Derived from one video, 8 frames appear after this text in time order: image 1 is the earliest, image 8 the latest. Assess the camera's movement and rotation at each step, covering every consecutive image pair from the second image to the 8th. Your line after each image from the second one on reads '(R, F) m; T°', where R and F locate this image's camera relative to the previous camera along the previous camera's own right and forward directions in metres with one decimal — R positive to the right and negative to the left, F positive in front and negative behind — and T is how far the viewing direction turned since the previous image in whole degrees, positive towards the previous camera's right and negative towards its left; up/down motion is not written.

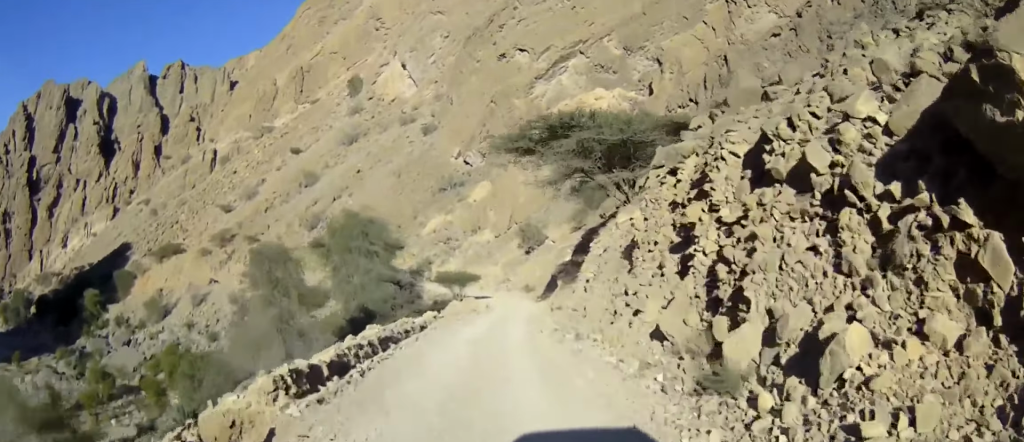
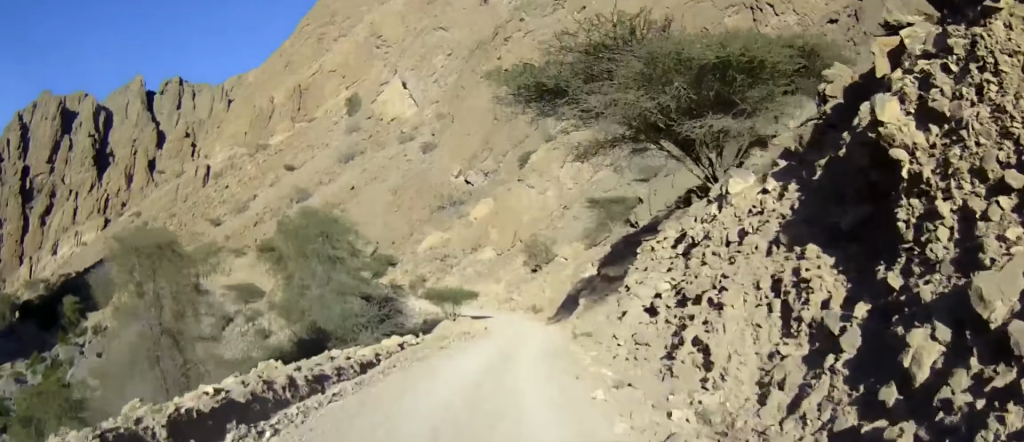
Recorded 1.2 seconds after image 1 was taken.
(0.0, +8.4) m; 0°
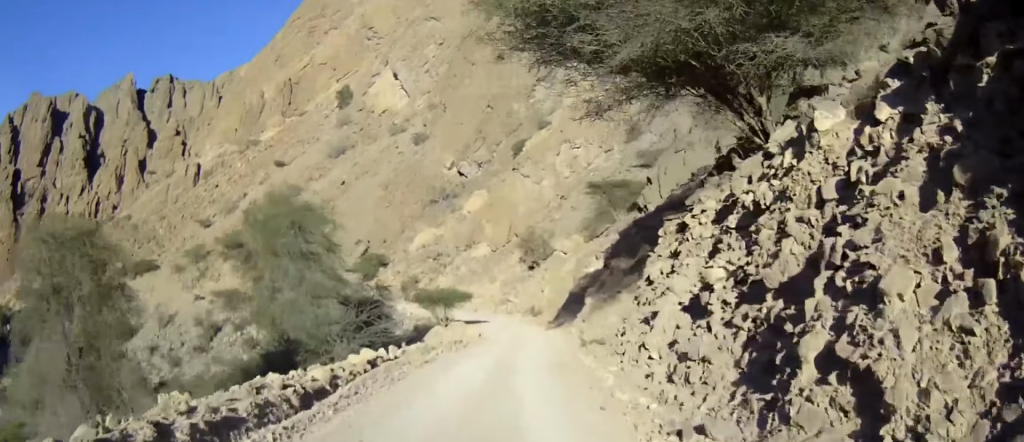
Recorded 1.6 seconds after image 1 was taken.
(0.0, +2.7) m; 0°
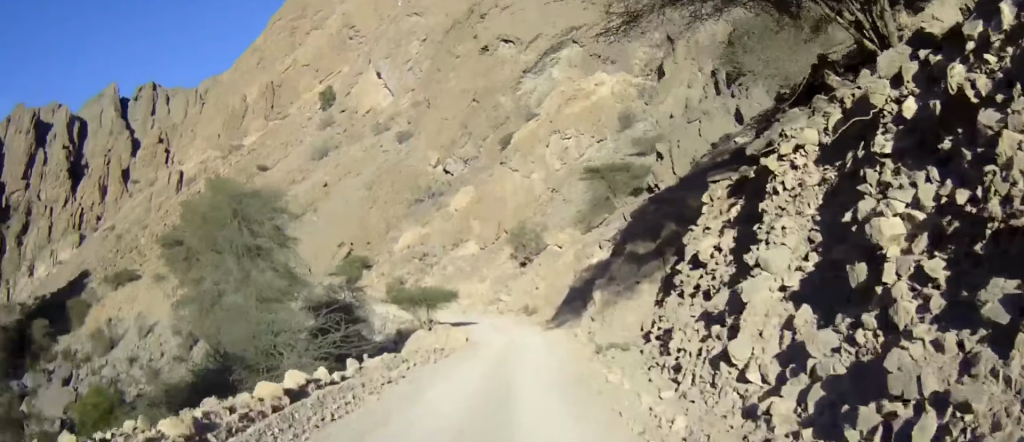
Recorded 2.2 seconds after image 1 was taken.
(0.0, +4.1) m; 0°
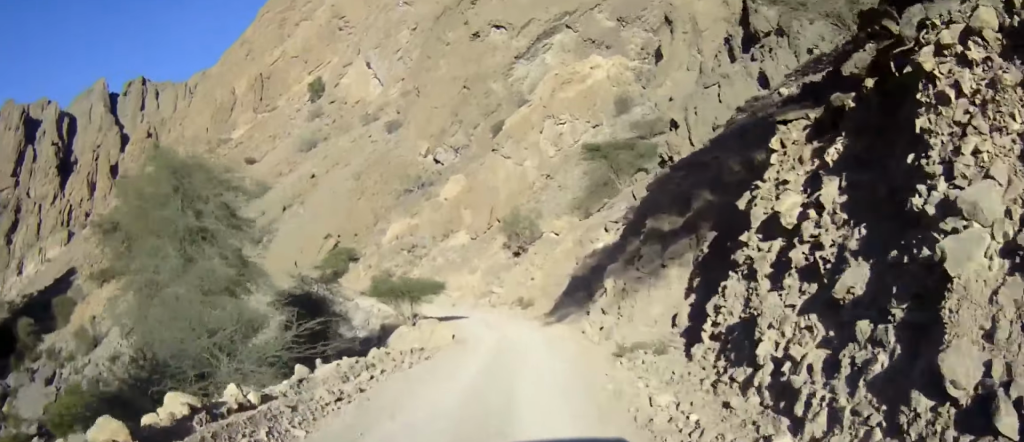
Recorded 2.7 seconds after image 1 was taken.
(0.0, +3.6) m; 0°
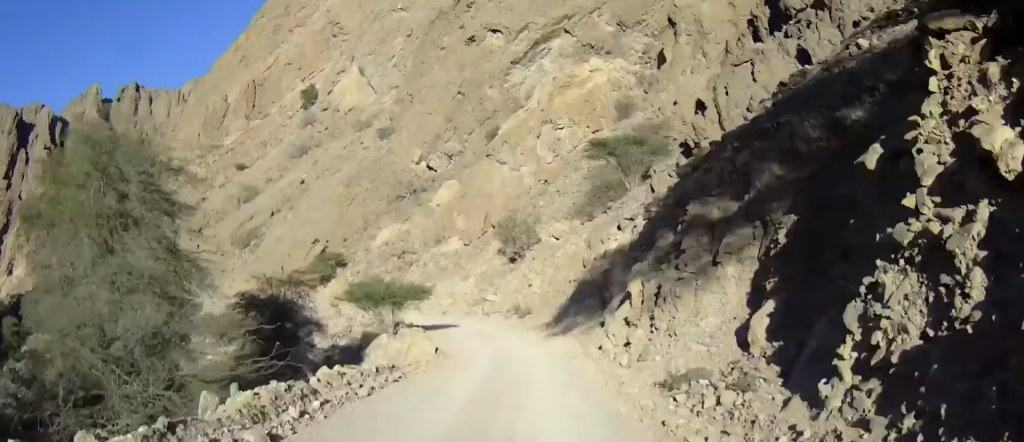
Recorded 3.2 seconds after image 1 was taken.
(0.0, +4.7) m; 0°
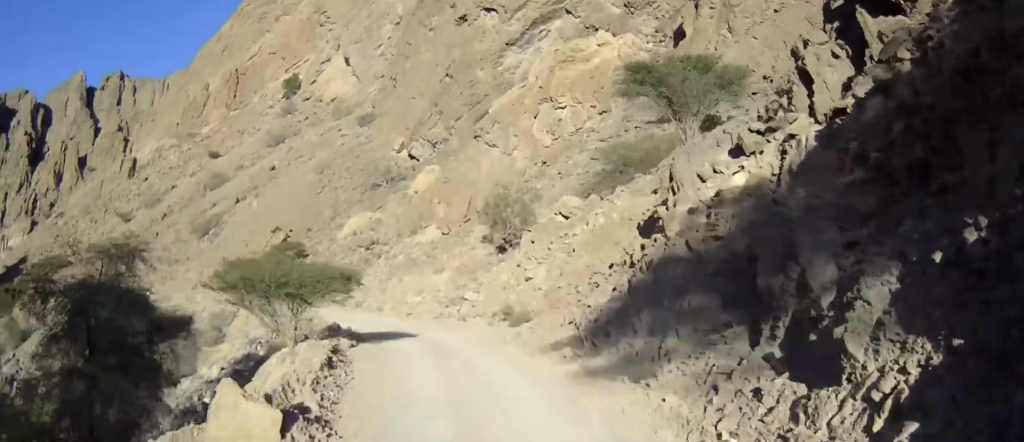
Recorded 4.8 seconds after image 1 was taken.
(0.0, +16.9) m; 0°
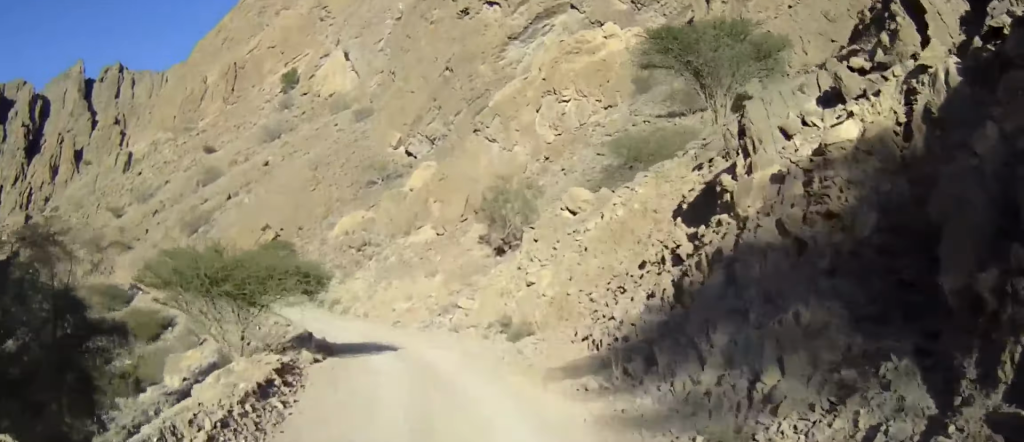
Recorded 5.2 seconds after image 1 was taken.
(0.0, +4.7) m; 0°
